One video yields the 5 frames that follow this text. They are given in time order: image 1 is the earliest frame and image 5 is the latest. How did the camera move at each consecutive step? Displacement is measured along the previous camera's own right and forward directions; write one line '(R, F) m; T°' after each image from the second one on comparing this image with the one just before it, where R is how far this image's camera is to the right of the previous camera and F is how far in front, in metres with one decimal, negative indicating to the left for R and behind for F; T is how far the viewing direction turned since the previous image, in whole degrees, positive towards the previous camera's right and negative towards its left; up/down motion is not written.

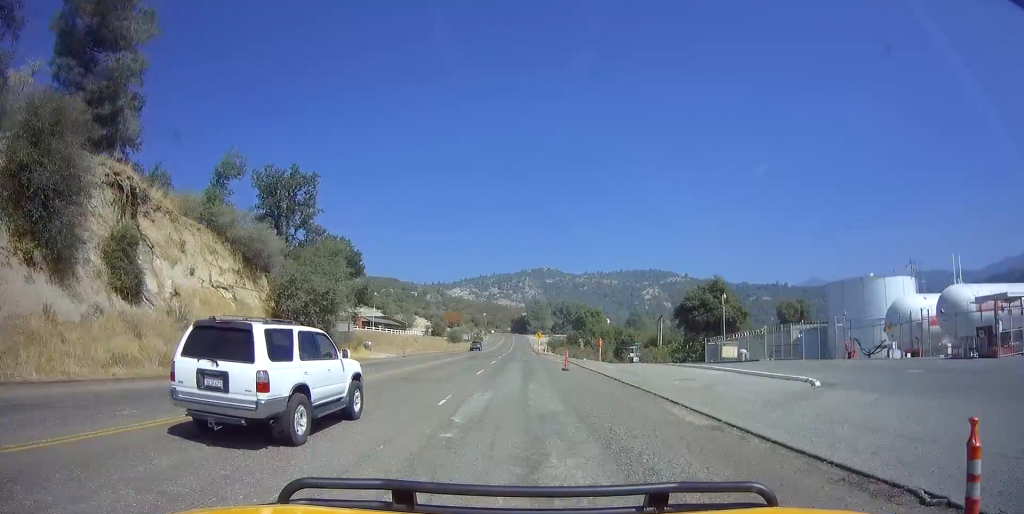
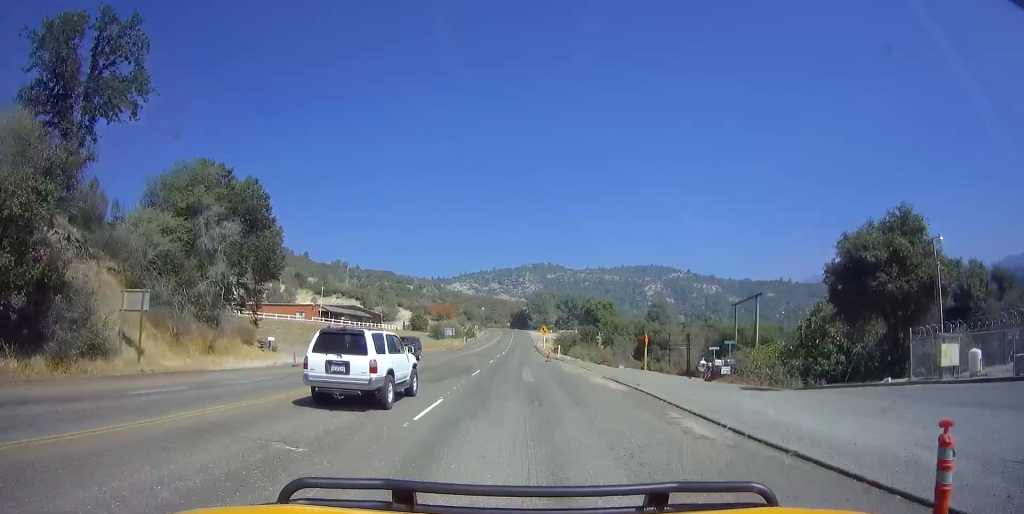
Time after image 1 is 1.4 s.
(-0.7, +27.1) m; -1°
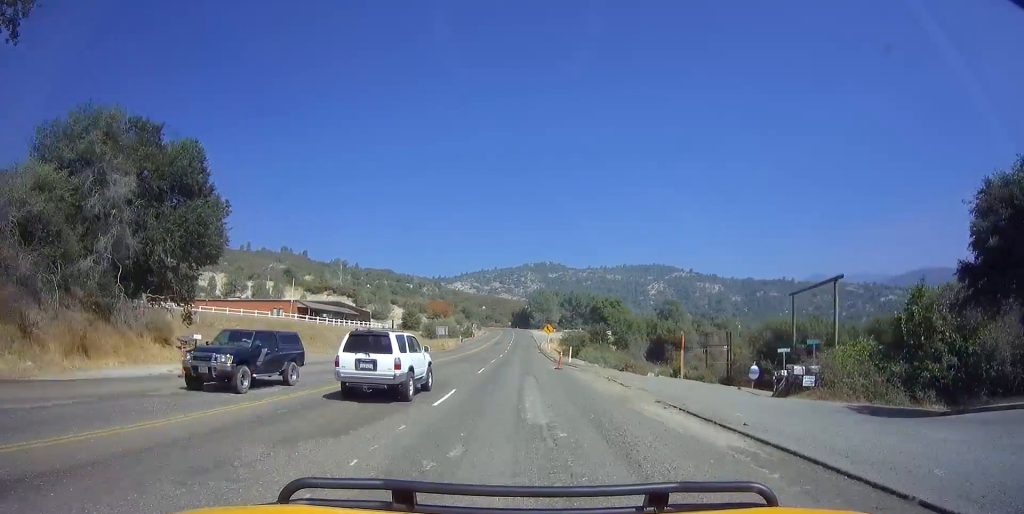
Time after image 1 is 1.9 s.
(0.0, +10.4) m; 0°
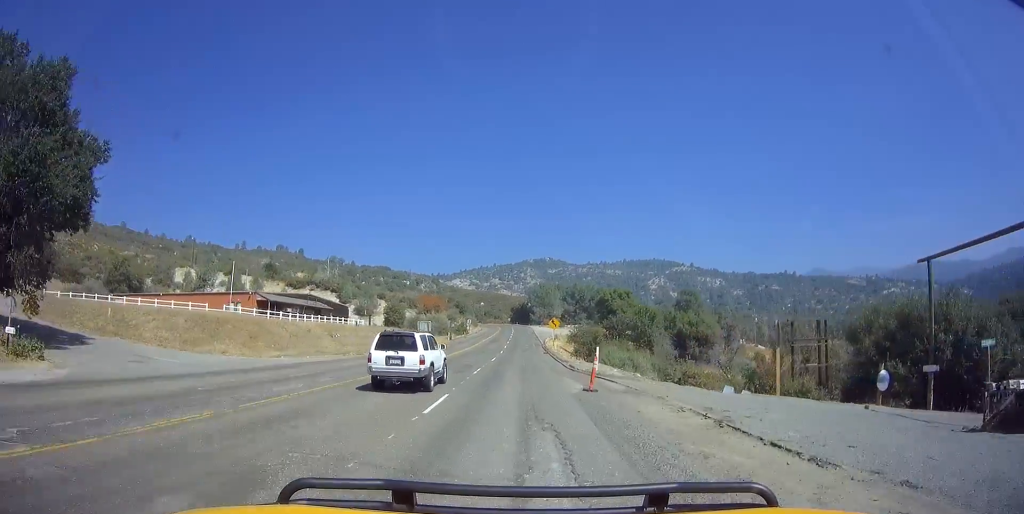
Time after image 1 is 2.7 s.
(0.0, +14.3) m; 0°
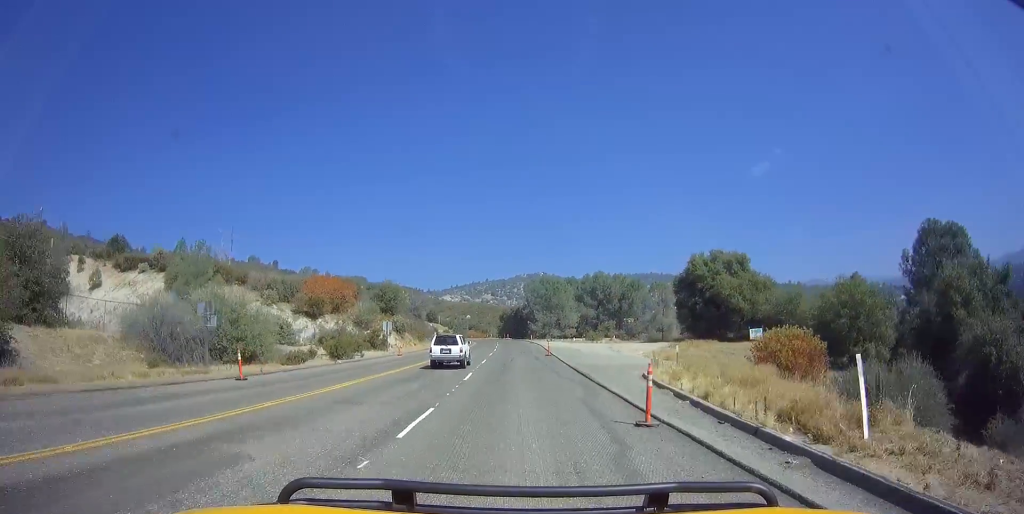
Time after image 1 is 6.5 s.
(+0.1, +75.5) m; 0°
